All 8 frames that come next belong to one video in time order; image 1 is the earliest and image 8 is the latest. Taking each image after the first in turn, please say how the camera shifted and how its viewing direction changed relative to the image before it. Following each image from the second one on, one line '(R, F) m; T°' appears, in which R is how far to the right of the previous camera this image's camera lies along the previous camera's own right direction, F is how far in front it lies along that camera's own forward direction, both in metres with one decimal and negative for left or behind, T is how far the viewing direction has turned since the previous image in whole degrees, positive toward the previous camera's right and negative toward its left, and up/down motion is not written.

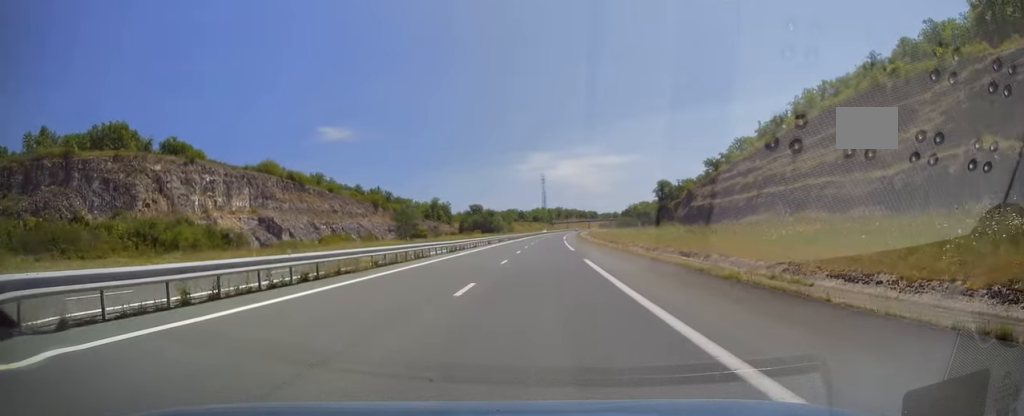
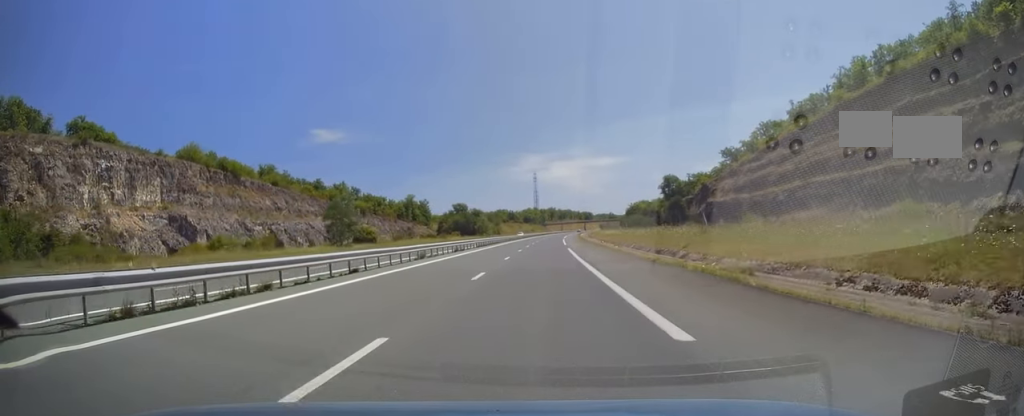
(0.0, +34.3) m; +1°
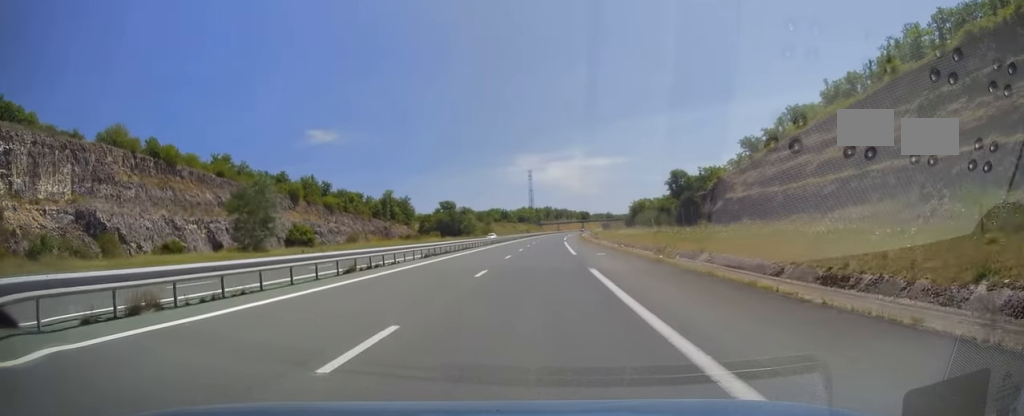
(+0.3, +24.9) m; +1°
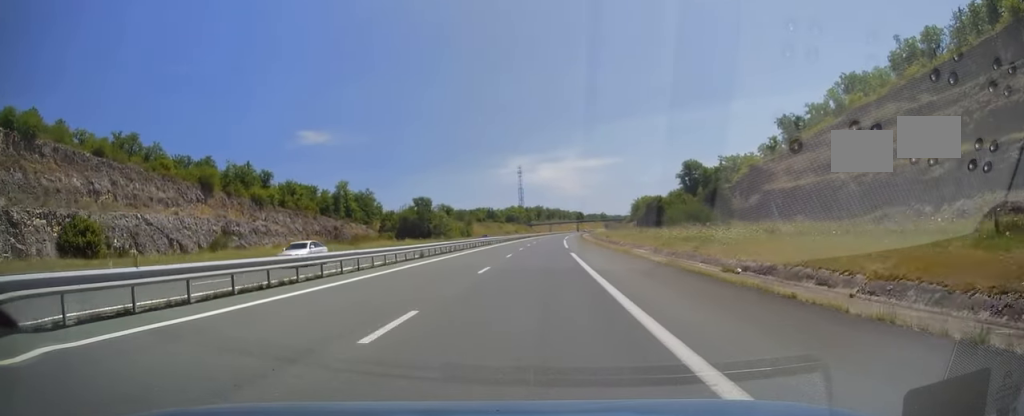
(-0.1, +37.2) m; 0°
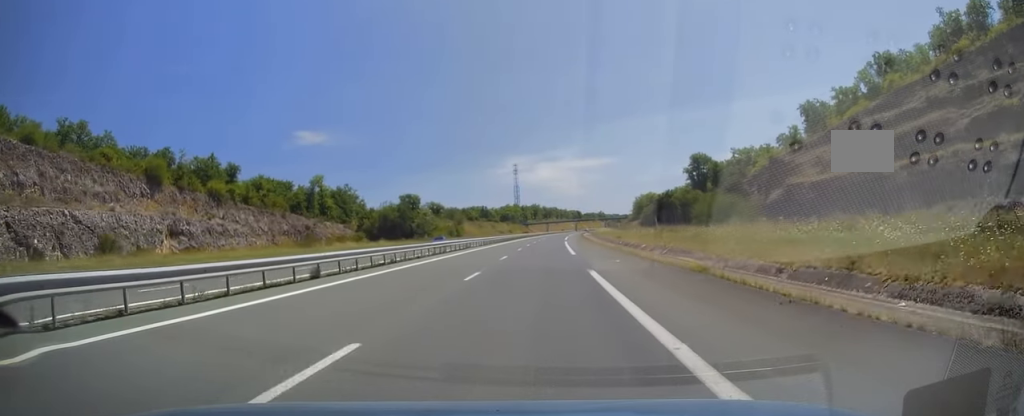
(0.0, +16.1) m; 0°
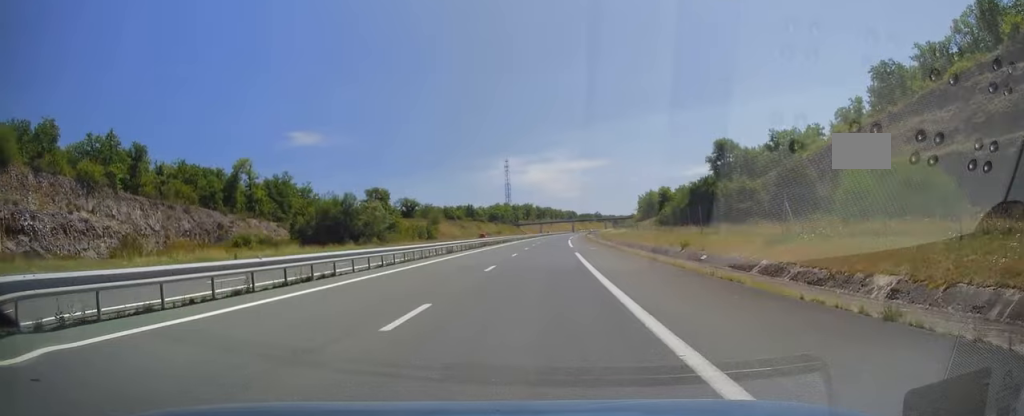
(+0.3, +34.7) m; +1°
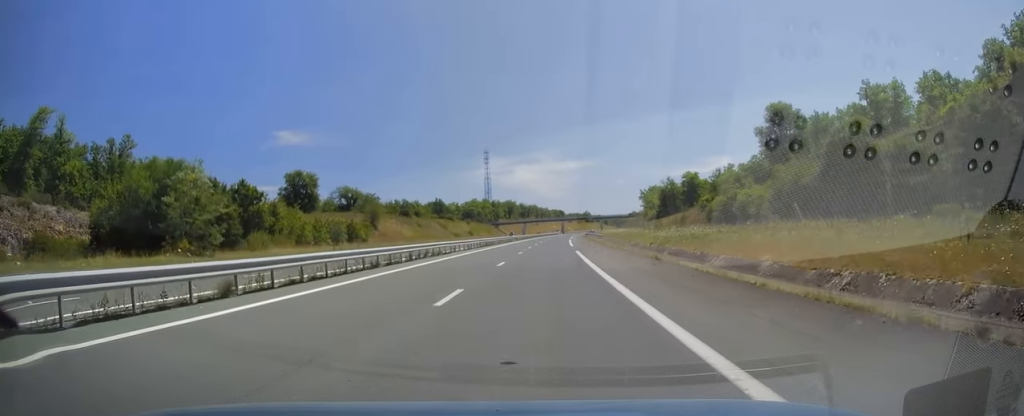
(+0.8, +49.0) m; +2°
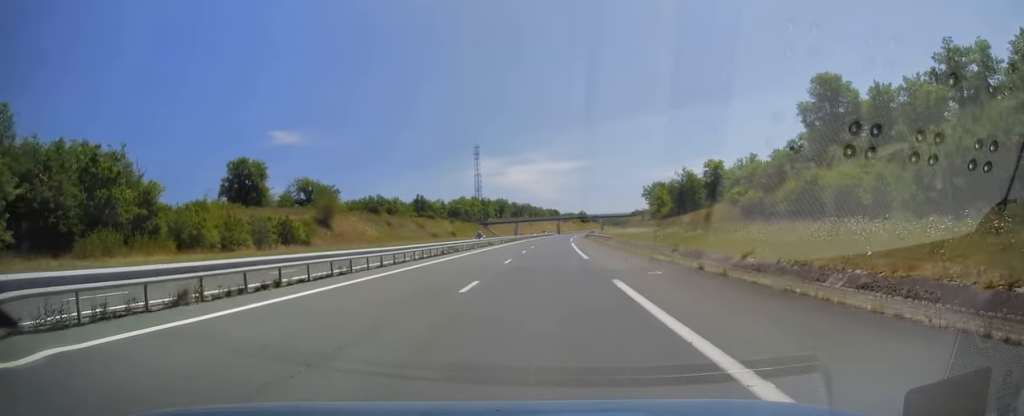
(-0.1, +23.5) m; +1°
